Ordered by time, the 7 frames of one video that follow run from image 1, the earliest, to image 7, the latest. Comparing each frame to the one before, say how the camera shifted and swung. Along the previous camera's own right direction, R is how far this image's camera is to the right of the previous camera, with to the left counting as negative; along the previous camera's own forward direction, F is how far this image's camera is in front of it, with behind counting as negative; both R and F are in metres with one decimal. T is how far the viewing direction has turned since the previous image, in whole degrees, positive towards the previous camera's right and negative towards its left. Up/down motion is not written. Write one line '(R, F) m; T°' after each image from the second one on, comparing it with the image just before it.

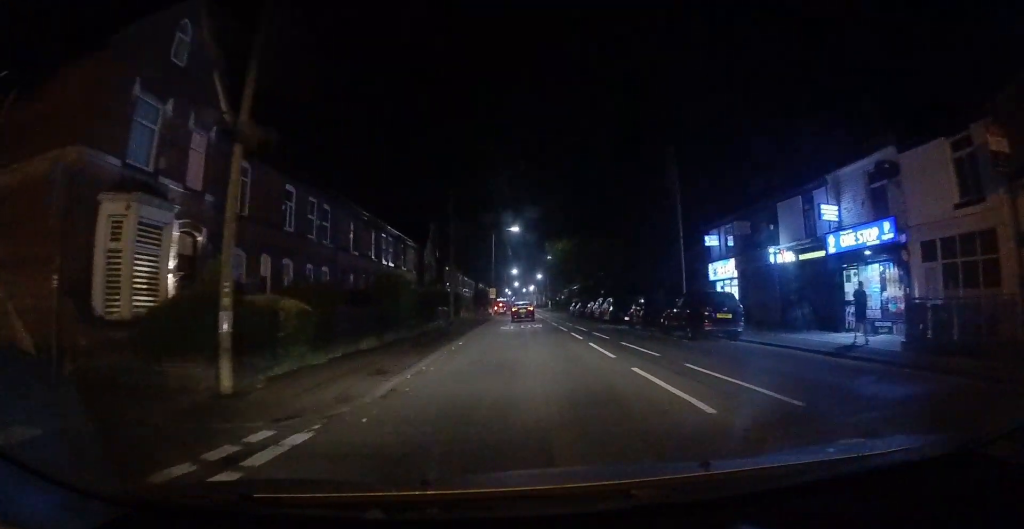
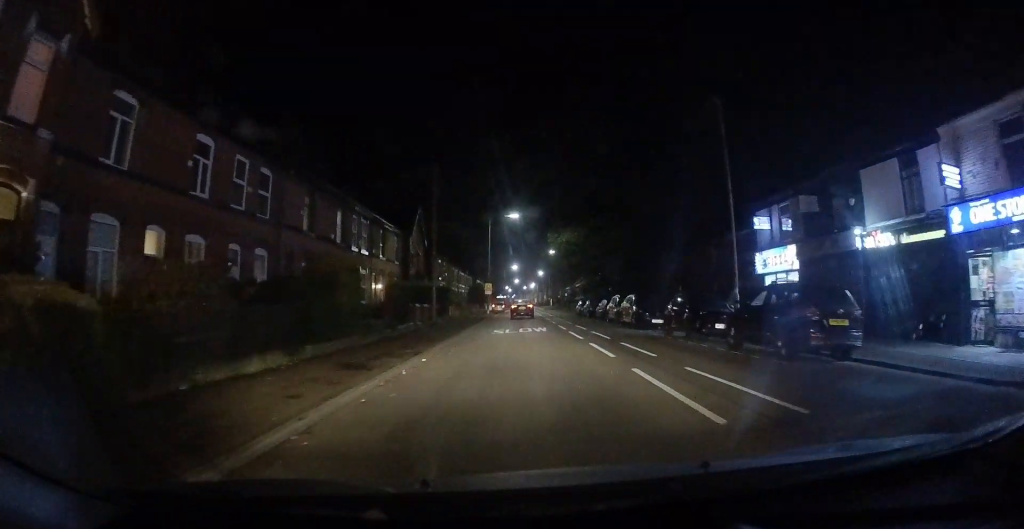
(+0.3, +6.8) m; +1°
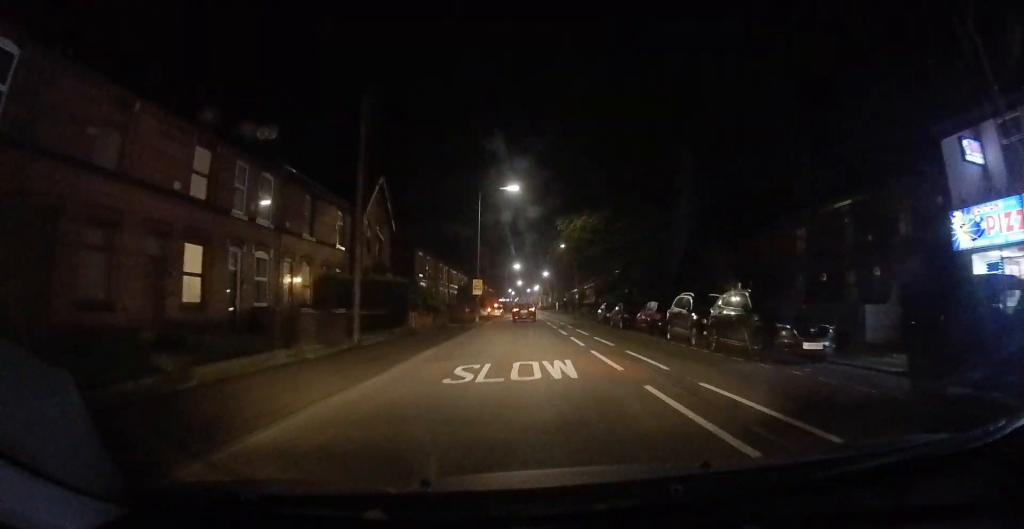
(-0.3, +14.0) m; +1°
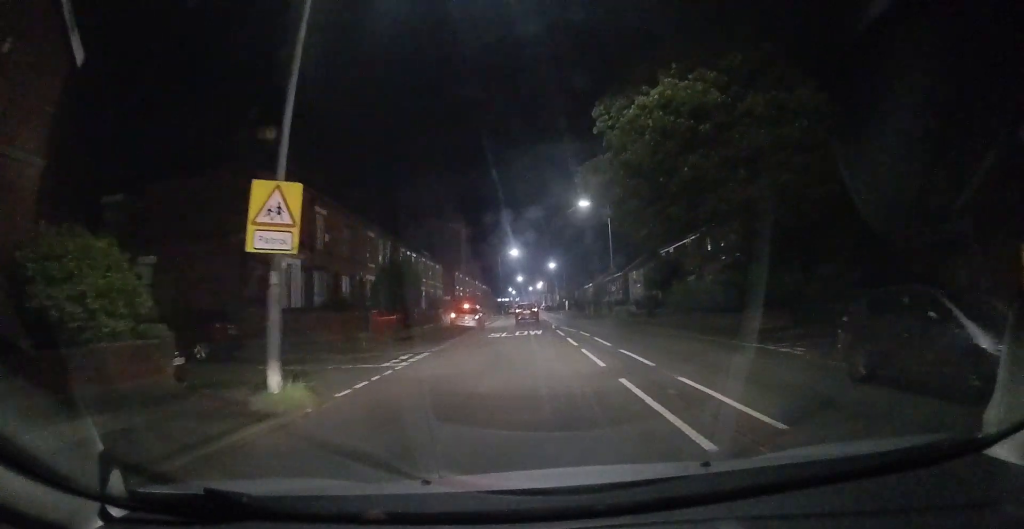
(+0.6, +29.1) m; -1°
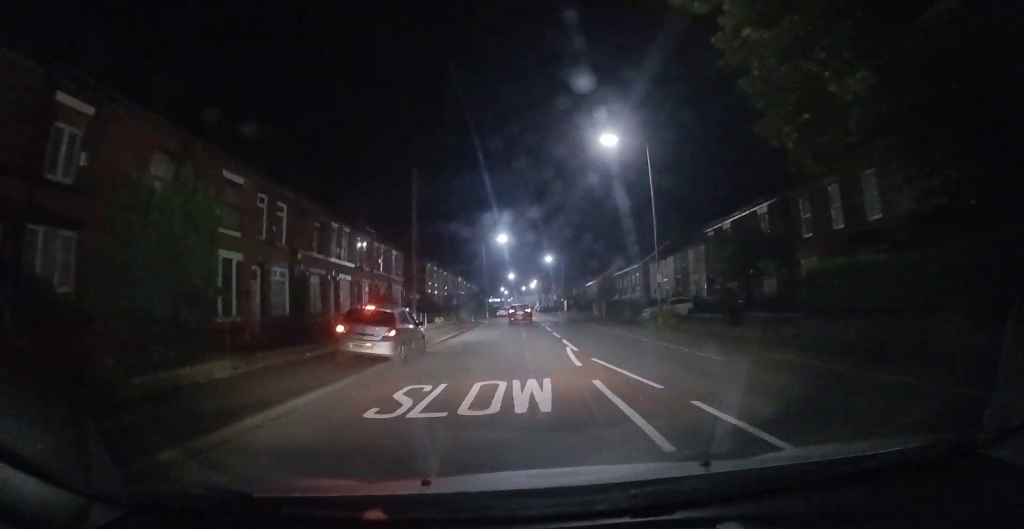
(-0.1, +16.6) m; 0°
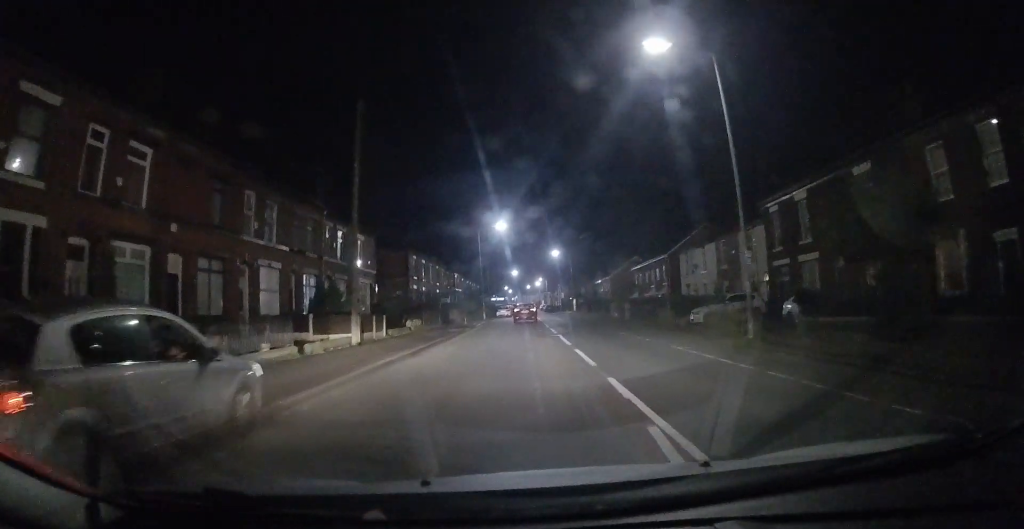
(0.0, +10.3) m; +1°
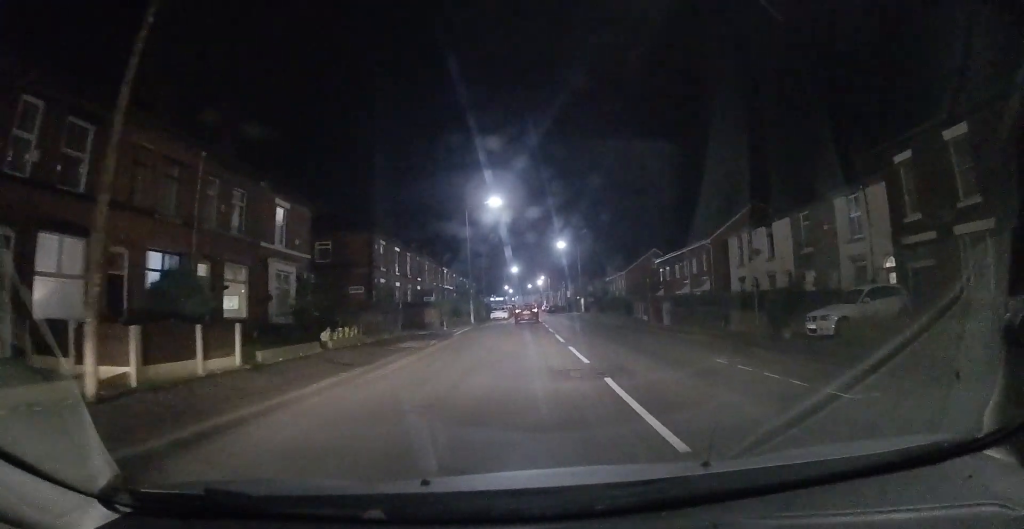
(+0.2, +12.0) m; +1°
